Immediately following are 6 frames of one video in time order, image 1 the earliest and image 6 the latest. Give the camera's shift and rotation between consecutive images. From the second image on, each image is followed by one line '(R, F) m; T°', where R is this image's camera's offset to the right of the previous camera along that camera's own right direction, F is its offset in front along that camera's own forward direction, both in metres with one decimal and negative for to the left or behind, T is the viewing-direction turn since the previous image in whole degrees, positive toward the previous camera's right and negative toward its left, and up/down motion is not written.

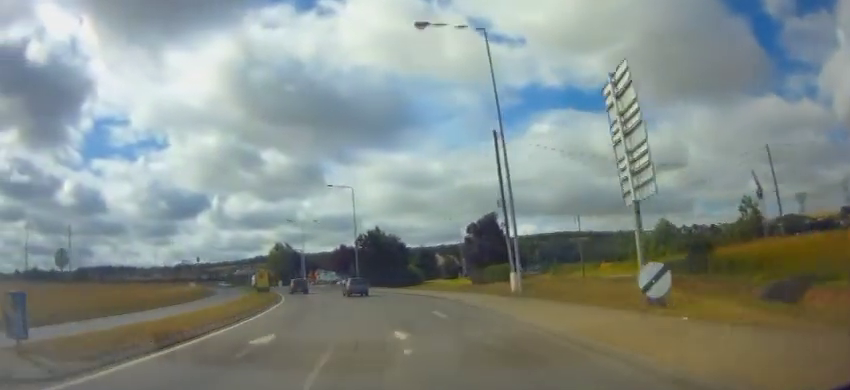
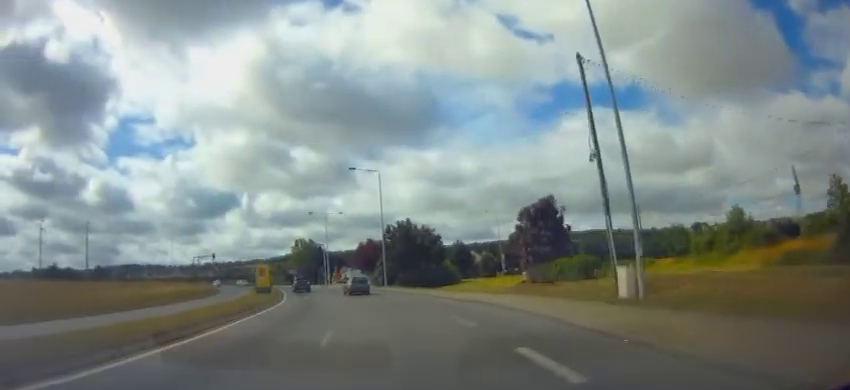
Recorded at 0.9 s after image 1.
(-0.3, +9.5) m; -3°
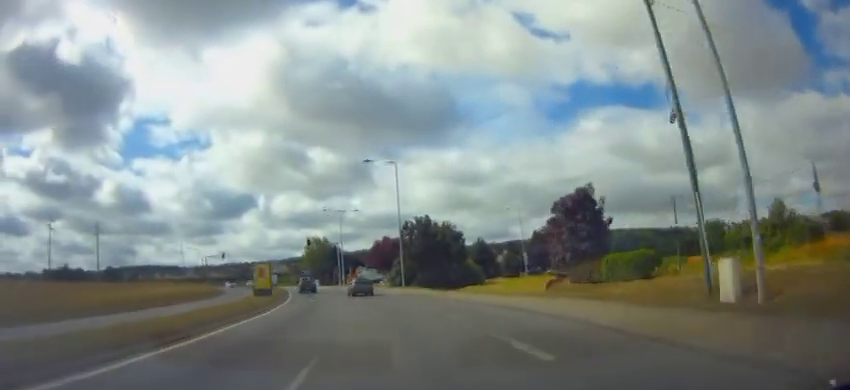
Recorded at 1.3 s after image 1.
(0.0, +4.7) m; -2°
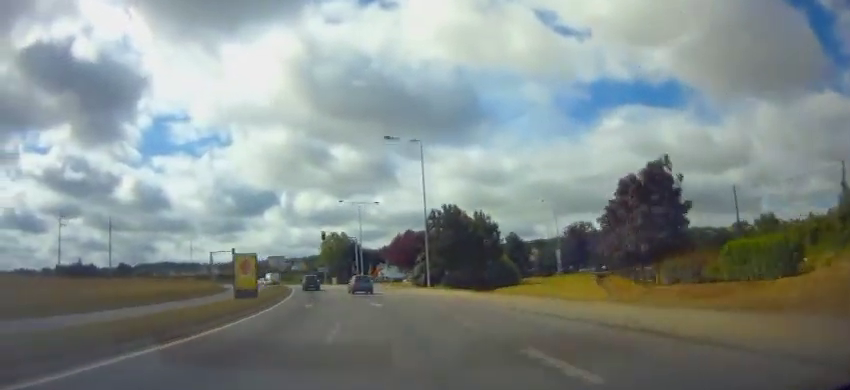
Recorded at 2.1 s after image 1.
(-0.2, +7.9) m; -3°
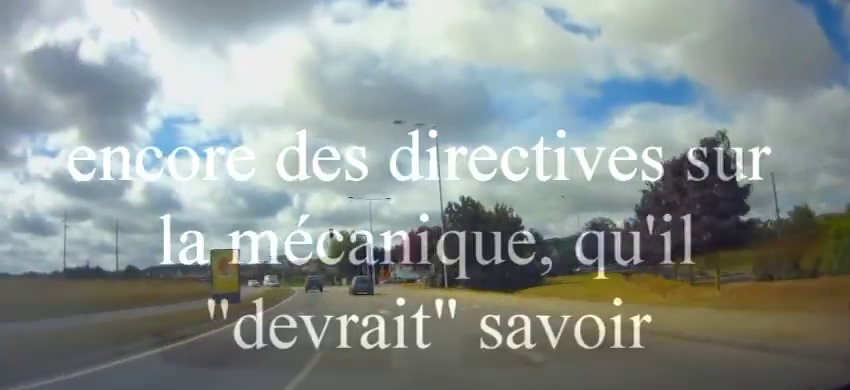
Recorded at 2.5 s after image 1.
(0.0, +4.7) m; -2°
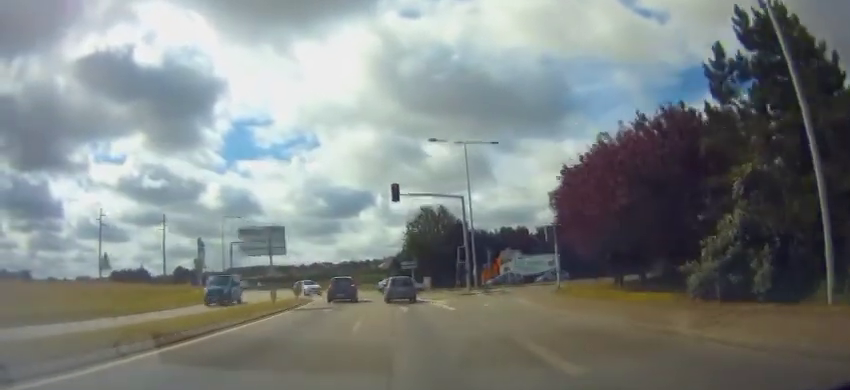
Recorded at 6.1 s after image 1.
(-3.3, +31.2) m; -8°
